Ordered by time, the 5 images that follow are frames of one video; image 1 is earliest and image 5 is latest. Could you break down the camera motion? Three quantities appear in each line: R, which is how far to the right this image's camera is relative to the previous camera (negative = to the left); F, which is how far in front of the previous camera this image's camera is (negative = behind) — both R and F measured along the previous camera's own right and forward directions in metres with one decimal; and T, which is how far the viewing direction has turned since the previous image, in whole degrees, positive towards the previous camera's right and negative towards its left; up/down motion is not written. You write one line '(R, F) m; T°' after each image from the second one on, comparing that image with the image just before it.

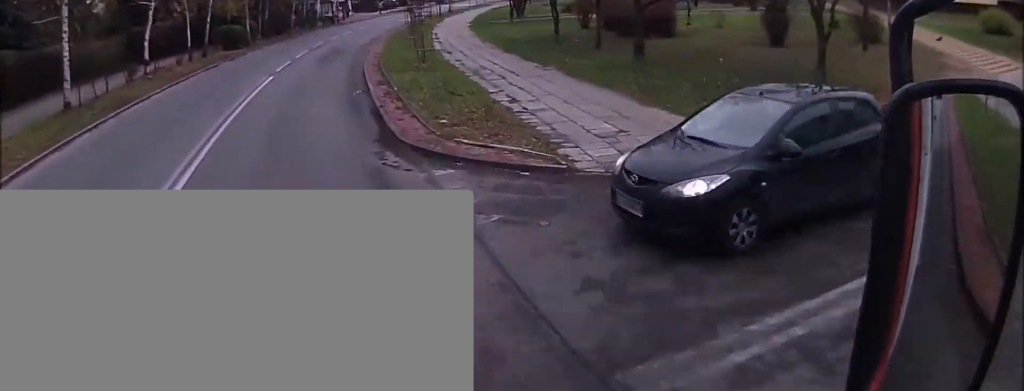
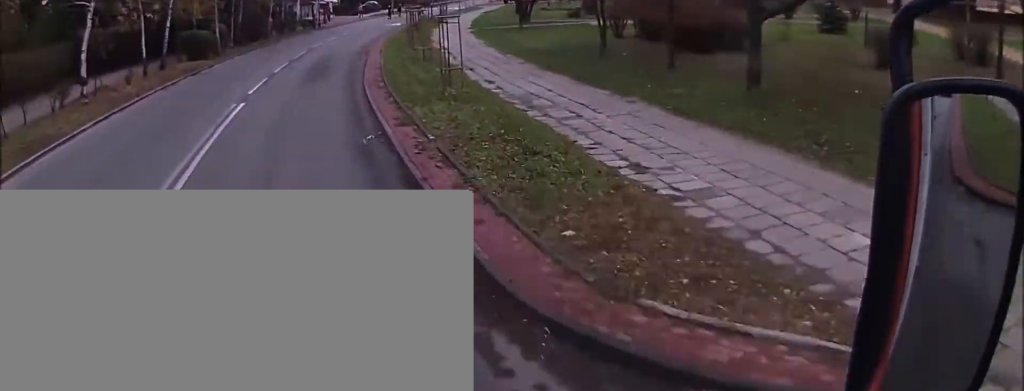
(+0.1, +6.7) m; +1°
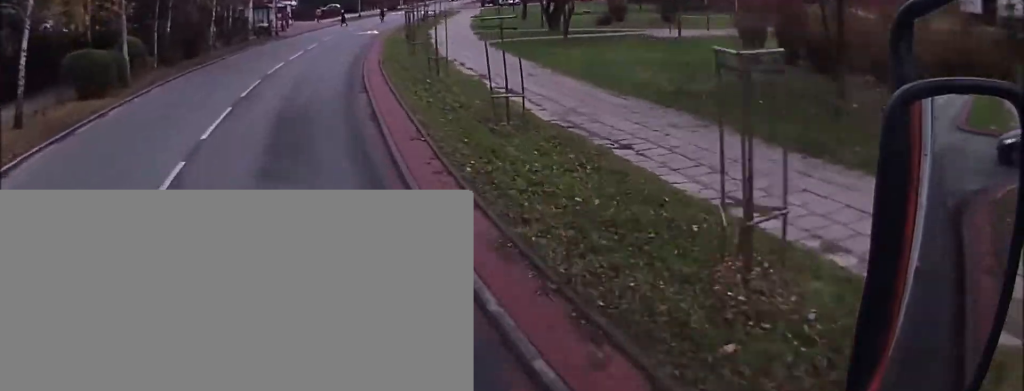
(+0.1, +13.3) m; +2°
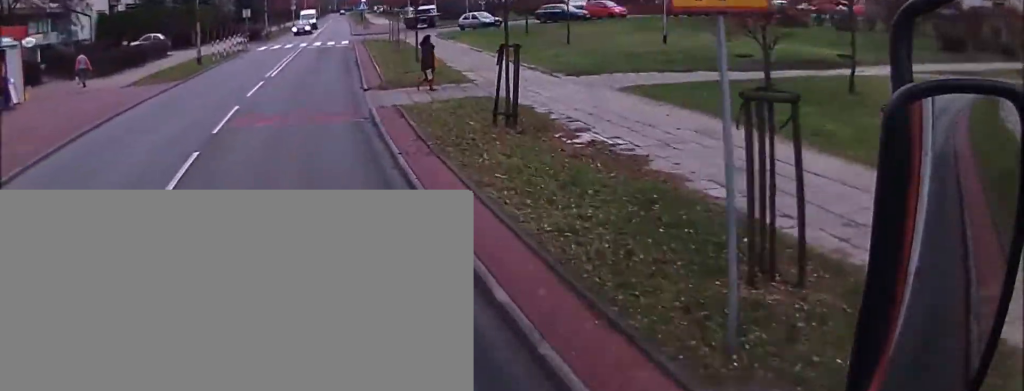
(+5.7, +46.4) m; +14°
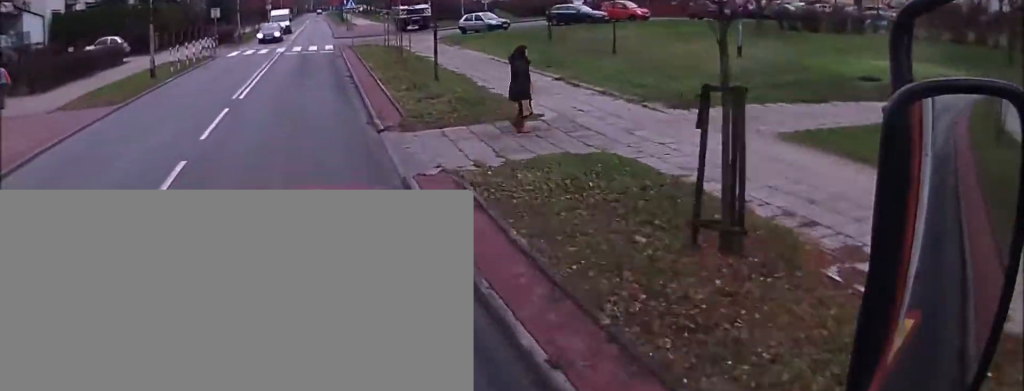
(0.0, +7.0) m; +1°
